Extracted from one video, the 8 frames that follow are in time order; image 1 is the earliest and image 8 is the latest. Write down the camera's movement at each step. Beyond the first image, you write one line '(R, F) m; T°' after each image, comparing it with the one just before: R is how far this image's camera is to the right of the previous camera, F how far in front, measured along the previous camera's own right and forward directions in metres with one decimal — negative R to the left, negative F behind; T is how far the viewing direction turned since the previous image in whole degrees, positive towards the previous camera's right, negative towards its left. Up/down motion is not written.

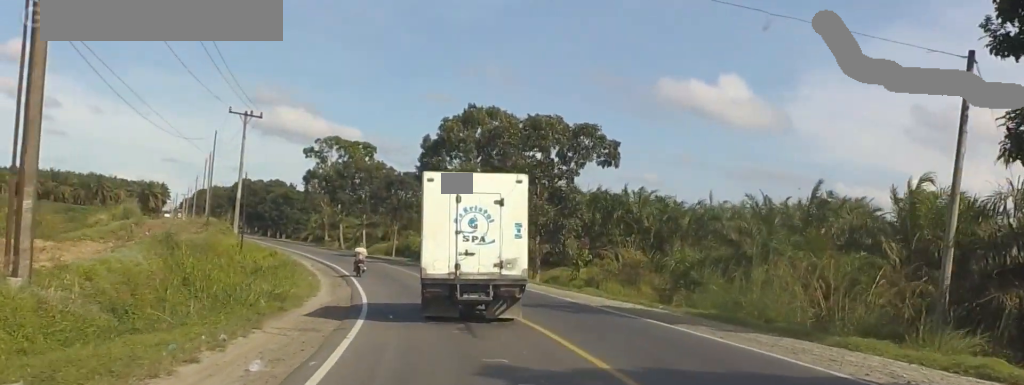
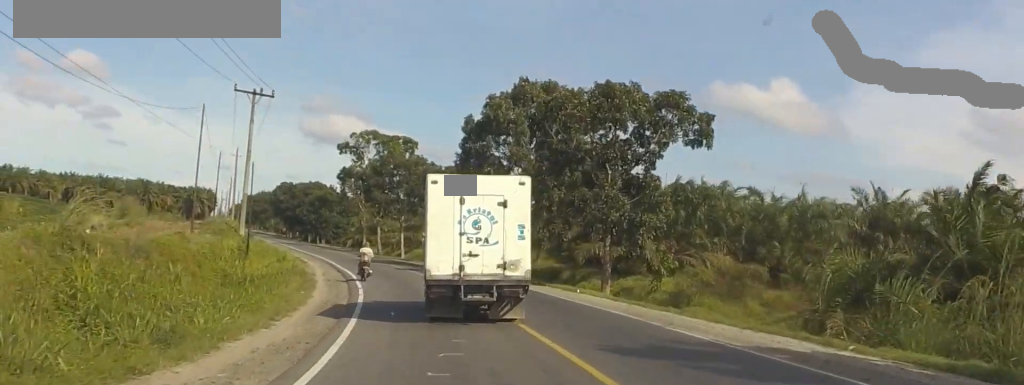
(+0.1, +11.8) m; -1°
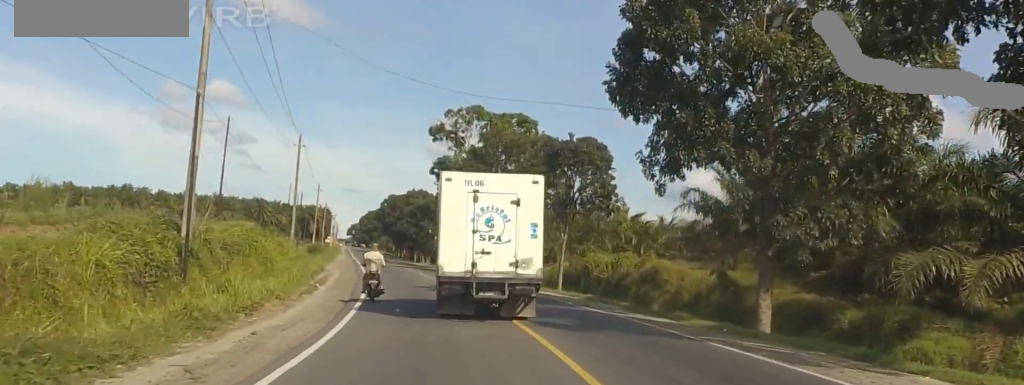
(-1.6, +28.4) m; -9°
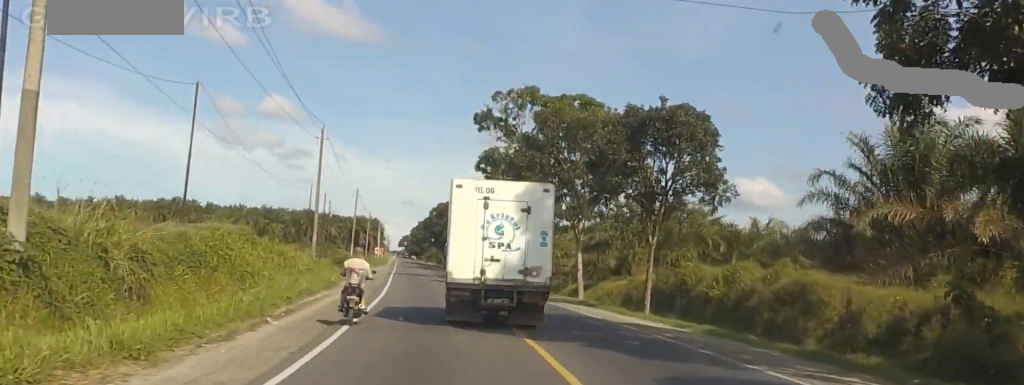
(-0.9, +12.7) m; -5°
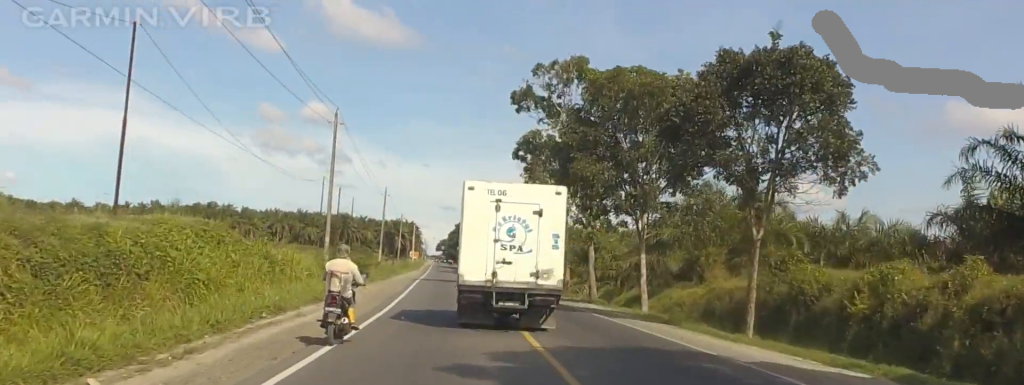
(-0.8, +9.5) m; 0°
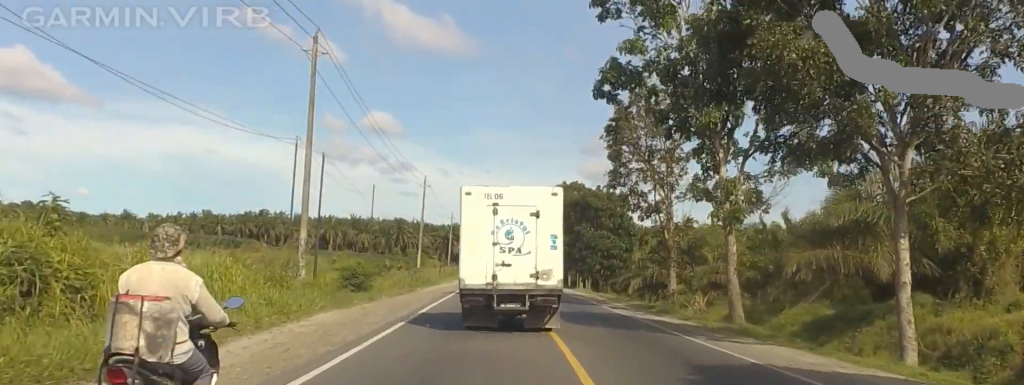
(+0.5, +21.0) m; -4°
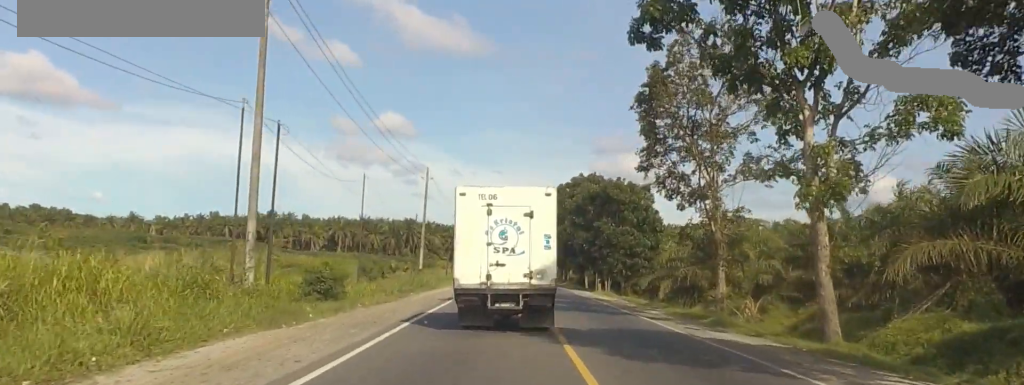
(-0.4, +8.4) m; -1°
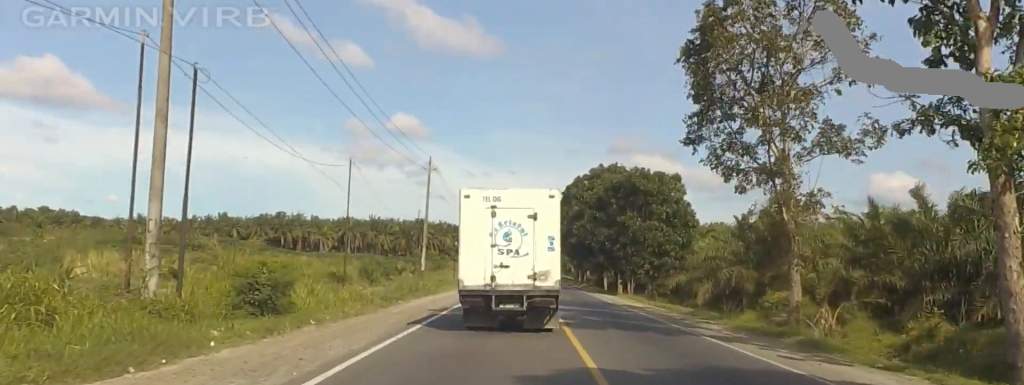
(-0.1, +8.3) m; +3°
